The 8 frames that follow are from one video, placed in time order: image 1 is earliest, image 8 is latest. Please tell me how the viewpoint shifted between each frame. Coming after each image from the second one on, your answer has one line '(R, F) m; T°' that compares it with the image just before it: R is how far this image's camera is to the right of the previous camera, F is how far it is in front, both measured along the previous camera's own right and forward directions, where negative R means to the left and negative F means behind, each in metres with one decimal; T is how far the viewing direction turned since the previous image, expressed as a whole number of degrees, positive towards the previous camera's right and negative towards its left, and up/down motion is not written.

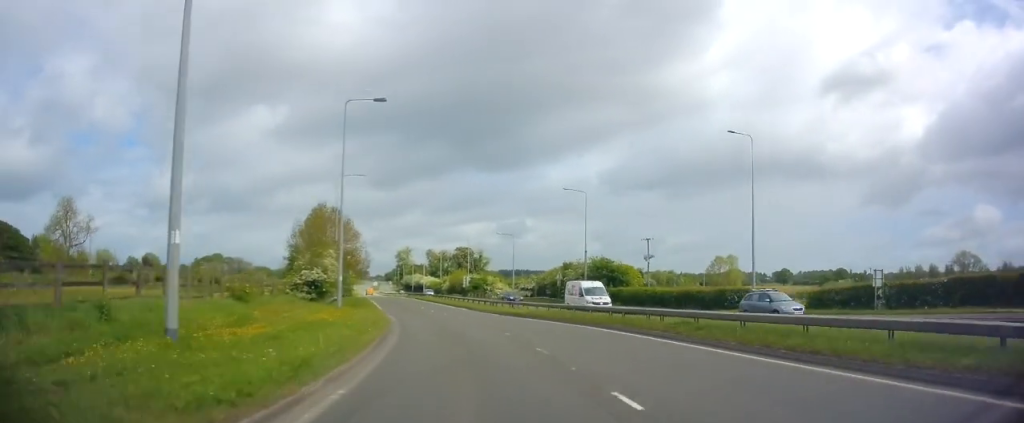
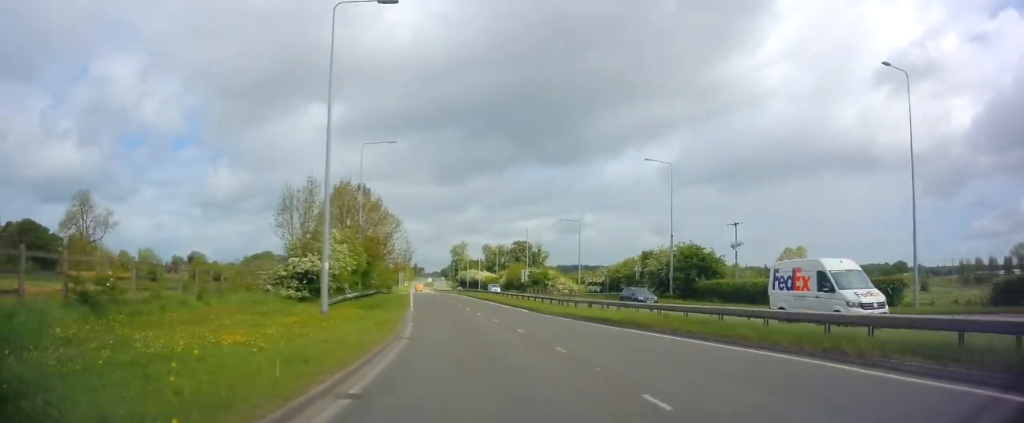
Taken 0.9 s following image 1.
(-0.5, +11.8) m; -5°
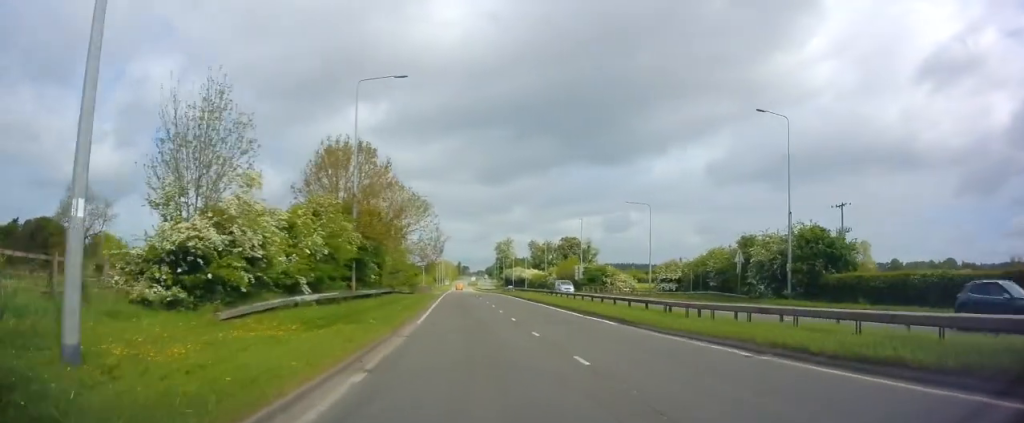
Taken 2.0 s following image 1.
(-0.6, +14.5) m; -4°
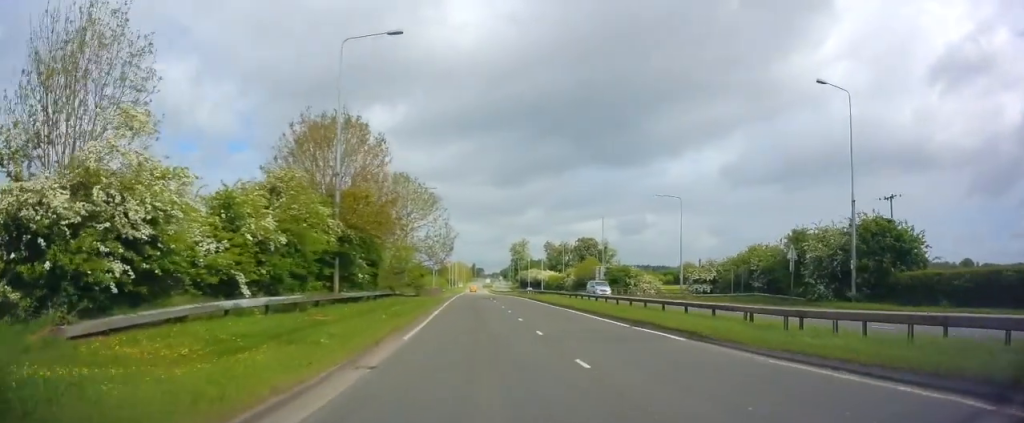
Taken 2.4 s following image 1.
(0.0, +6.0) m; -2°
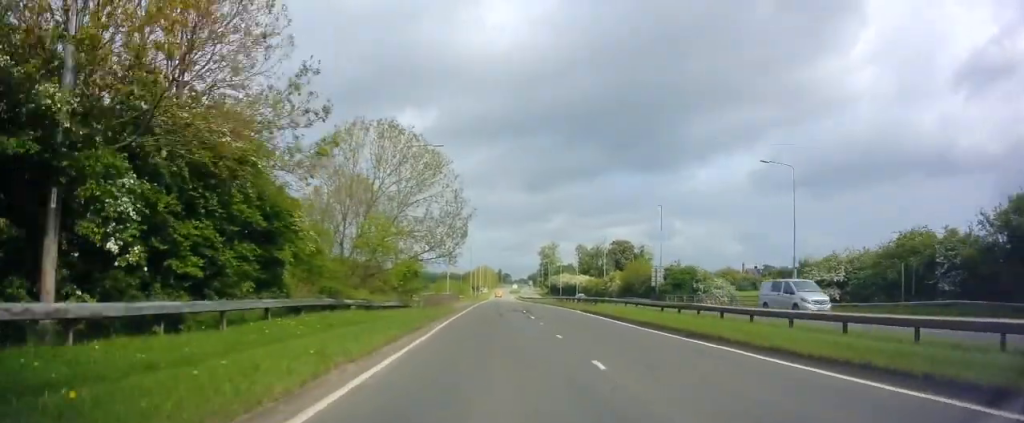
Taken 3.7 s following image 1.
(-0.9, +18.2) m; -3°
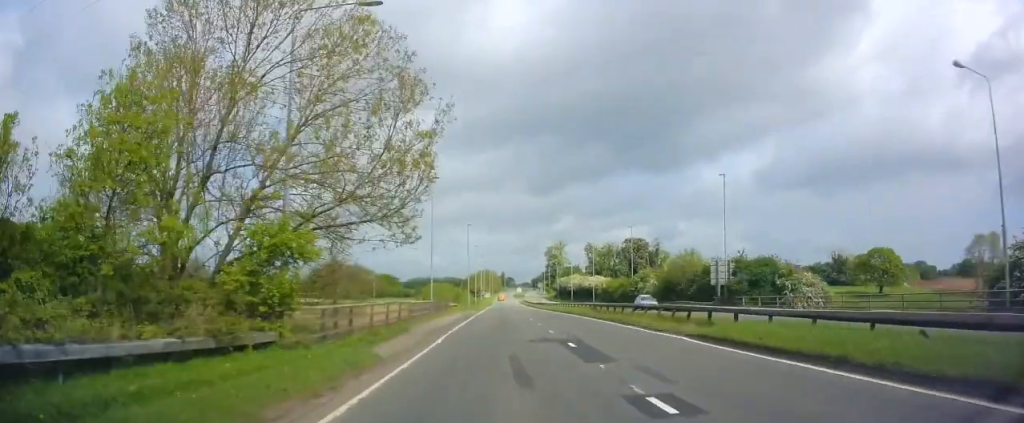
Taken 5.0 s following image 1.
(0.0, +20.0) m; -1°
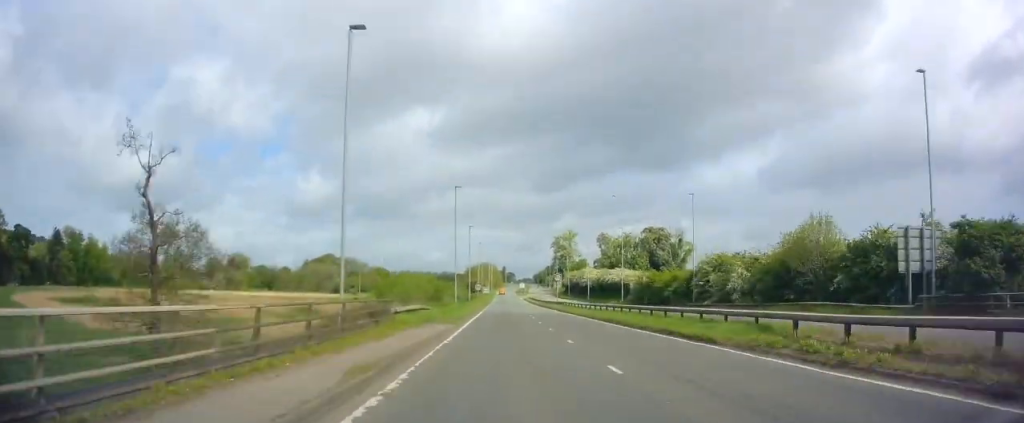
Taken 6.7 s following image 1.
(+0.1, +27.5) m; 0°
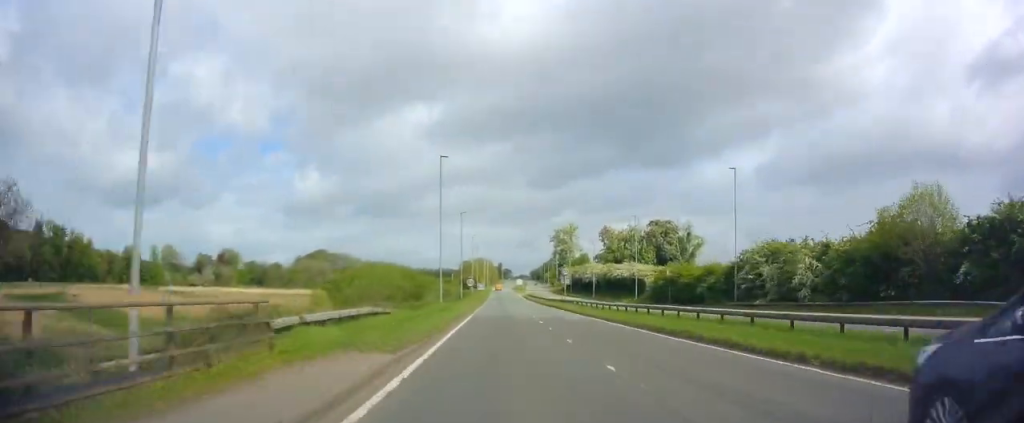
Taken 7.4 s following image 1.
(-0.2, +12.0) m; 0°
